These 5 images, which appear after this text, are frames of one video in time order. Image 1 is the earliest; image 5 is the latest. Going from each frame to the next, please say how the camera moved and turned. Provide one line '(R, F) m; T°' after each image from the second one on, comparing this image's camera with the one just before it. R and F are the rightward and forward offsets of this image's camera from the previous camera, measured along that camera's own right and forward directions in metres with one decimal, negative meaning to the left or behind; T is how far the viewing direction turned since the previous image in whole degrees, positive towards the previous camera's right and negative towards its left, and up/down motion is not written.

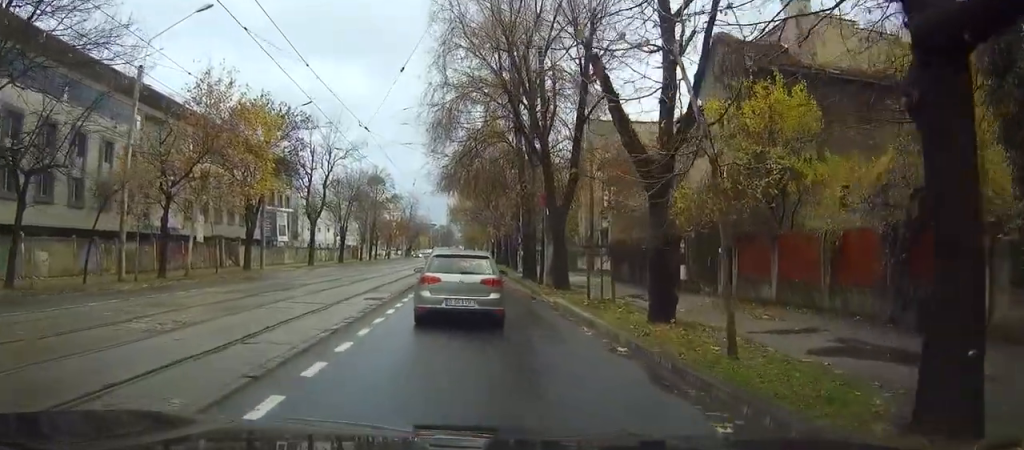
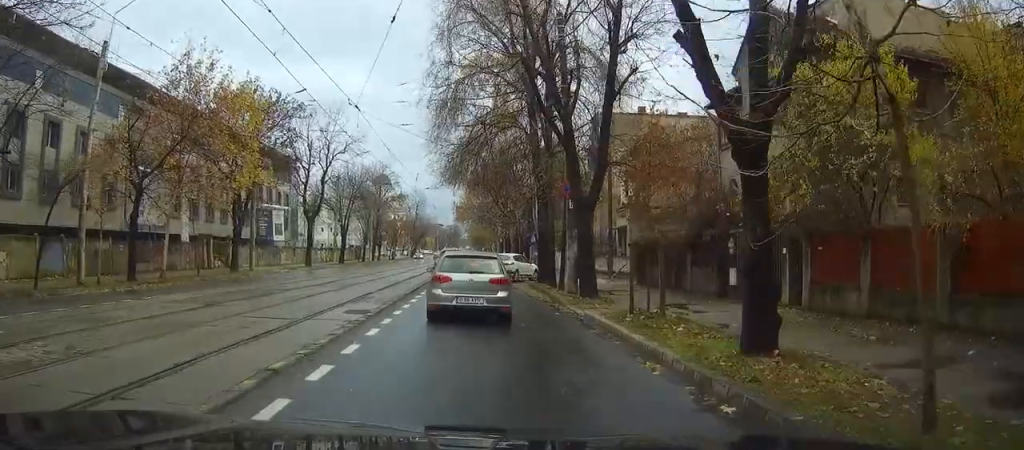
(0.0, +4.4) m; +2°
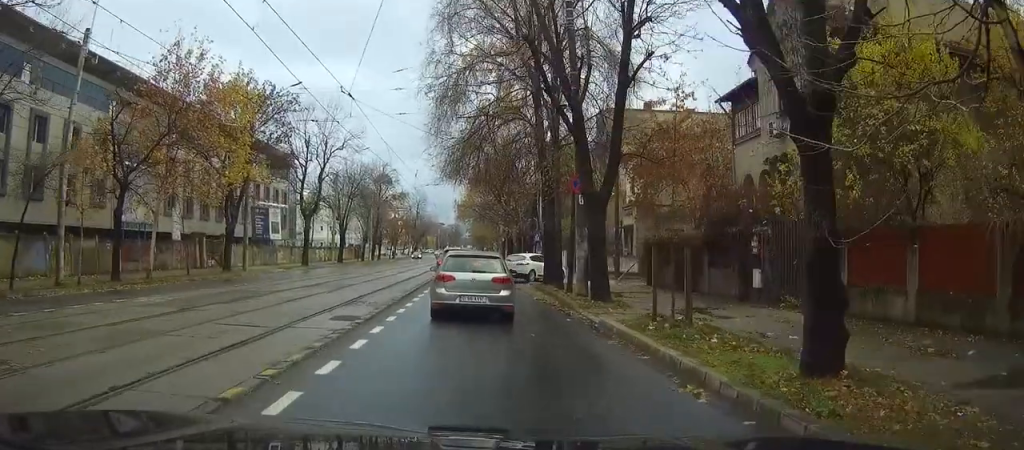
(0.0, +1.6) m; +1°
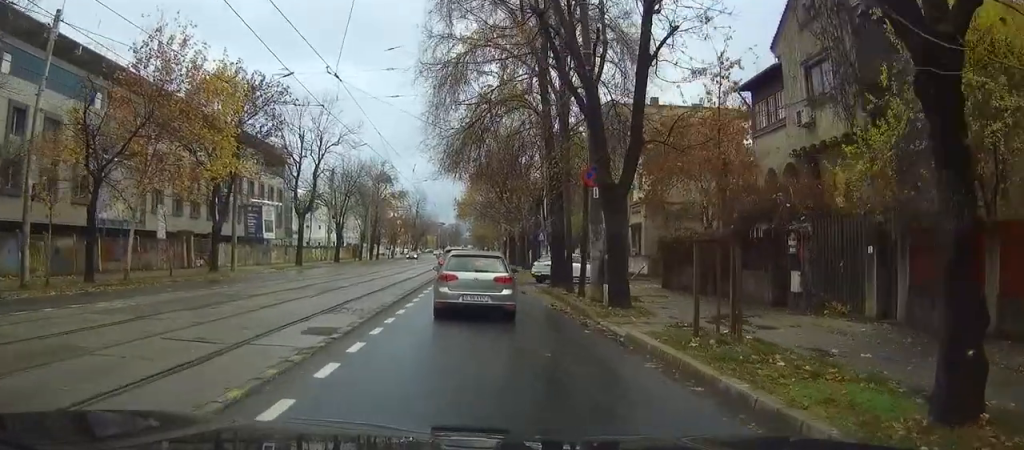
(0.0, +2.0) m; +2°
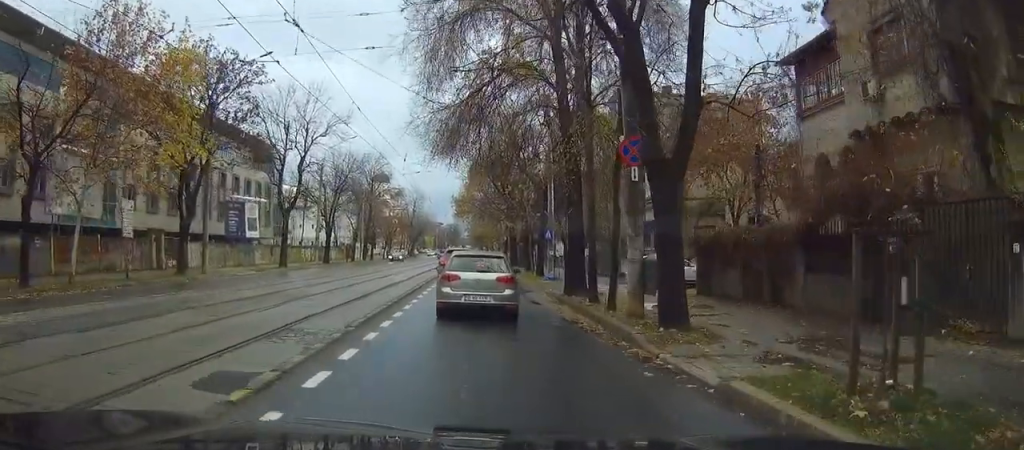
(+0.4, +5.8) m; +7°
